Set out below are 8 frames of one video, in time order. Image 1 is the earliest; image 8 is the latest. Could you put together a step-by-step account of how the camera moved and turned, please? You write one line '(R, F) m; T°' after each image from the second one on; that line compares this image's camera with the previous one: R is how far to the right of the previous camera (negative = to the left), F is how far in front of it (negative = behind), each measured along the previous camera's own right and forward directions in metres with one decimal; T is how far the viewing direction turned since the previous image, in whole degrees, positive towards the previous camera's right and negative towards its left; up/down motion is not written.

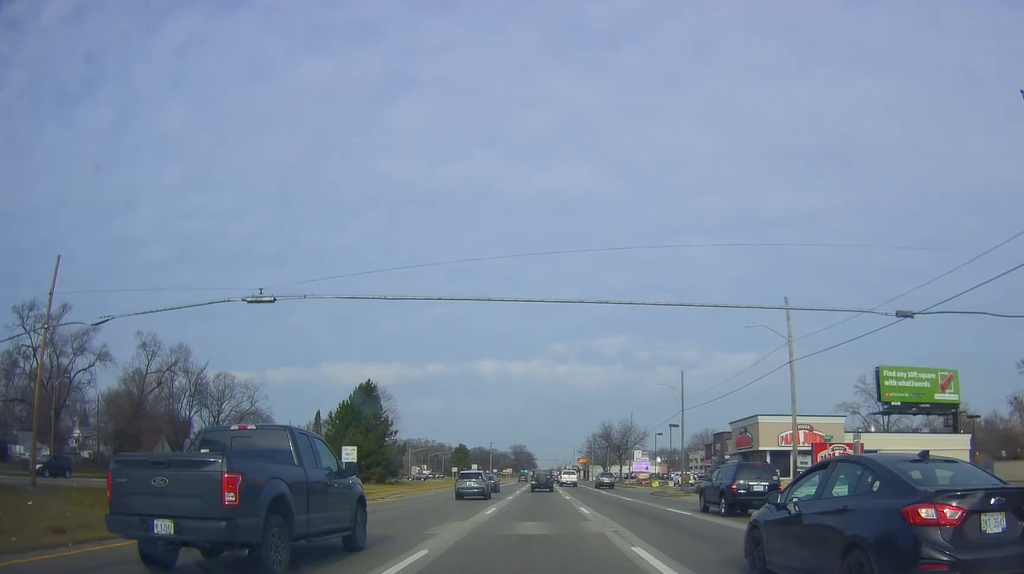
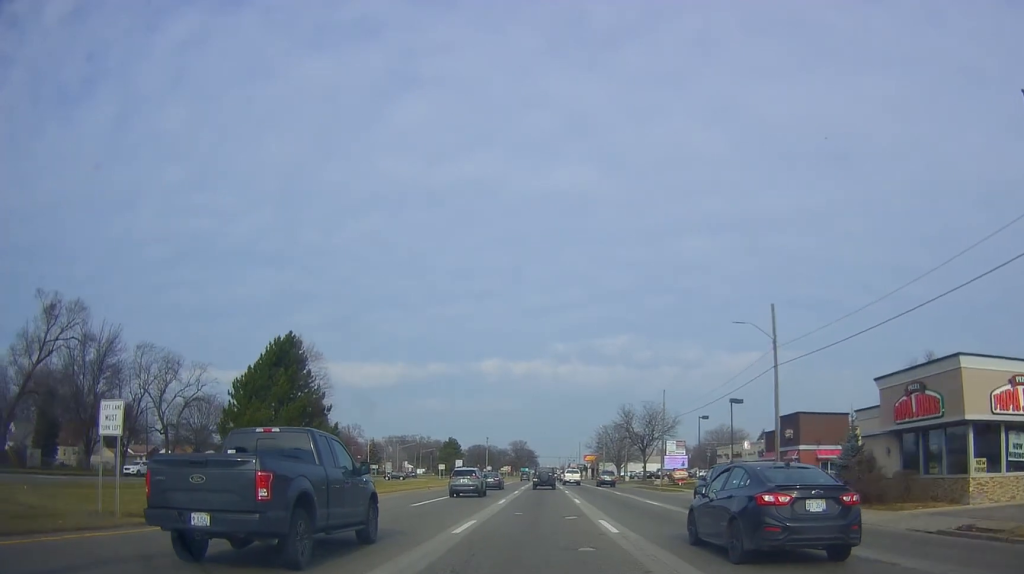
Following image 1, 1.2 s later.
(+0.5, +23.8) m; 0°
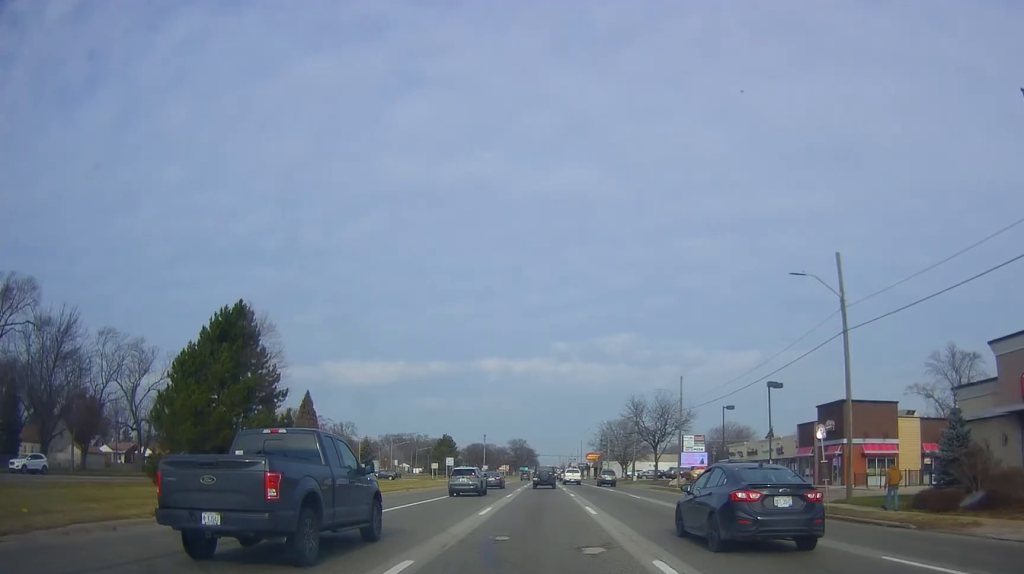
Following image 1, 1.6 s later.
(-0.3, +8.9) m; 0°
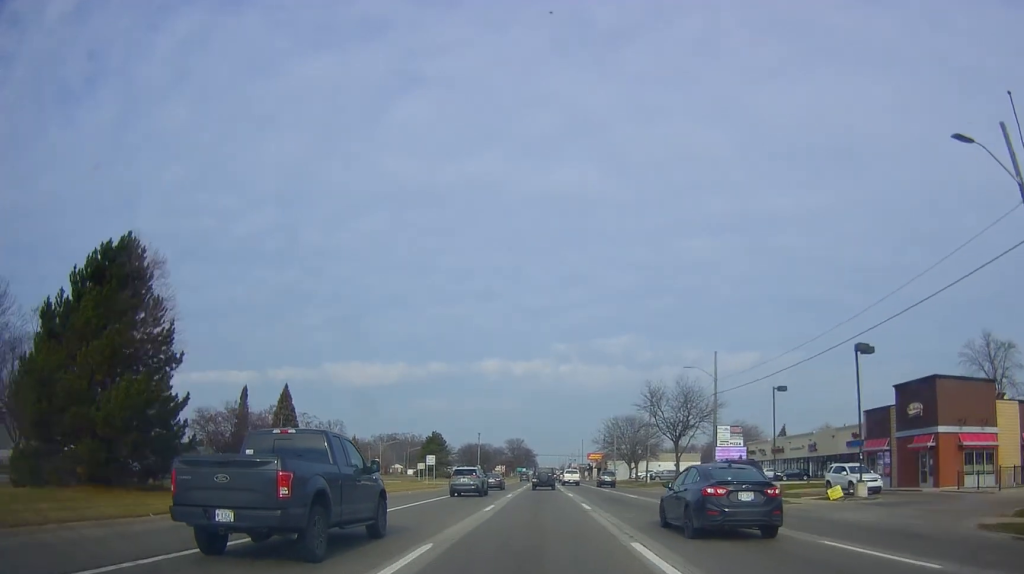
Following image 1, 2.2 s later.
(0.0, +12.9) m; 0°
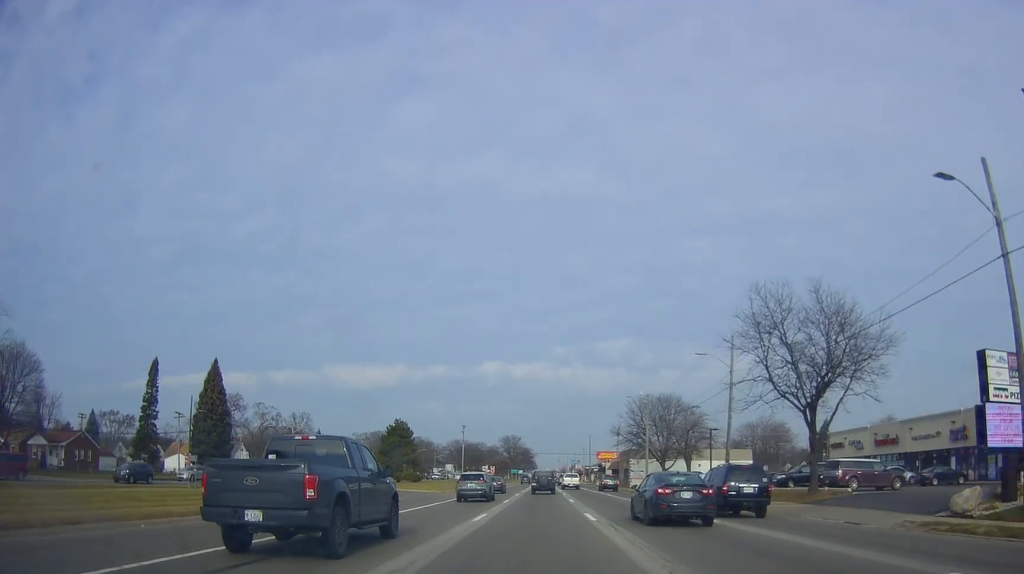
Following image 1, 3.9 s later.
(+0.3, +33.3) m; +1°
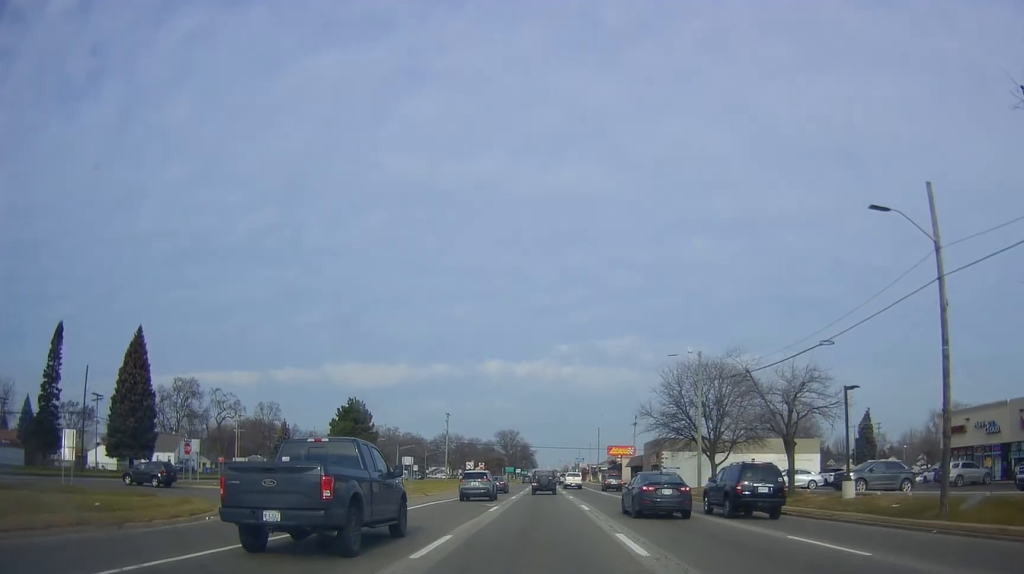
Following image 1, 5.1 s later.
(+0.2, +24.5) m; -1°
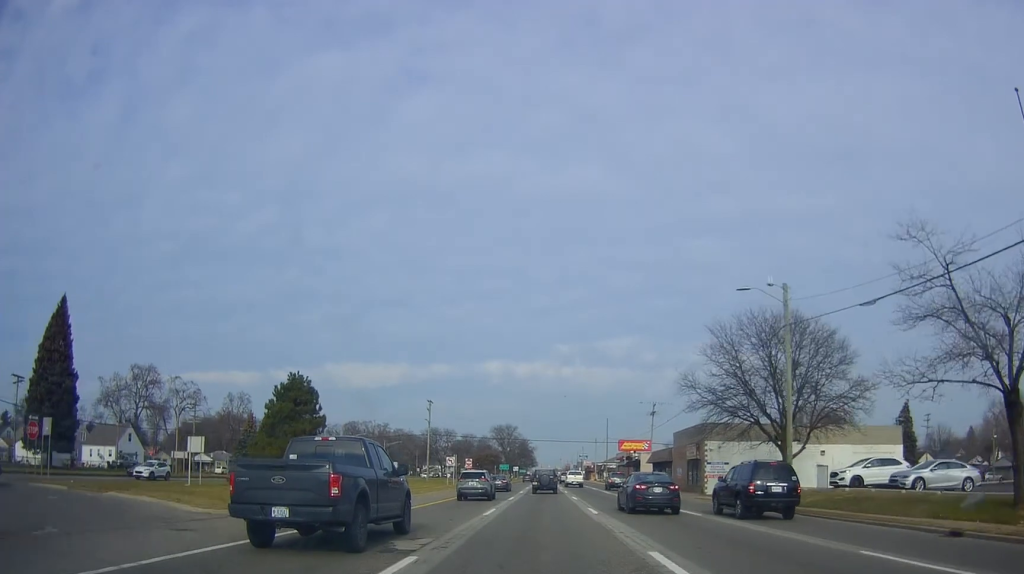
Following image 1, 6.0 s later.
(-0.6, +18.5) m; 0°
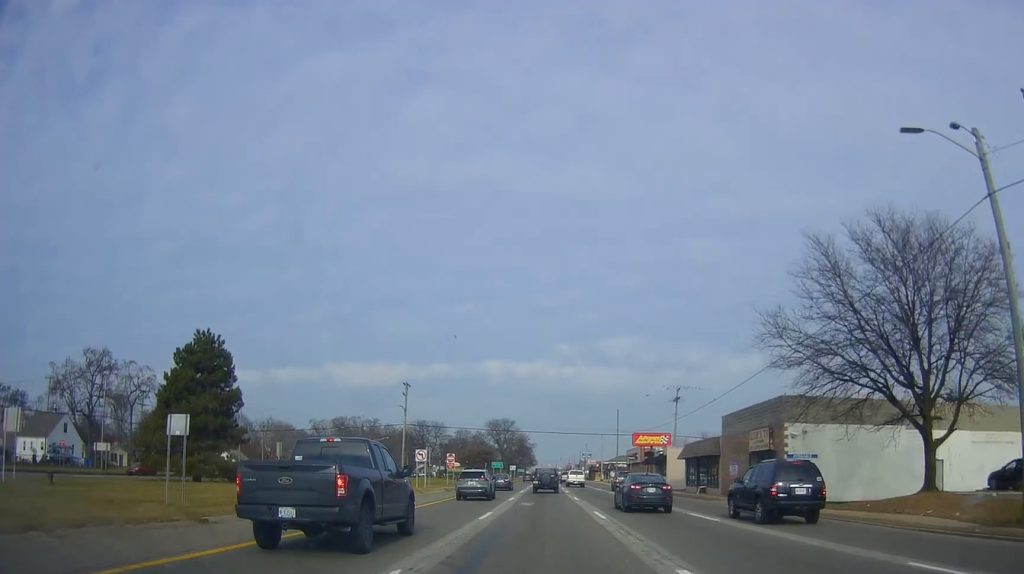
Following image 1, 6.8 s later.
(+0.6, +16.6) m; +1°
